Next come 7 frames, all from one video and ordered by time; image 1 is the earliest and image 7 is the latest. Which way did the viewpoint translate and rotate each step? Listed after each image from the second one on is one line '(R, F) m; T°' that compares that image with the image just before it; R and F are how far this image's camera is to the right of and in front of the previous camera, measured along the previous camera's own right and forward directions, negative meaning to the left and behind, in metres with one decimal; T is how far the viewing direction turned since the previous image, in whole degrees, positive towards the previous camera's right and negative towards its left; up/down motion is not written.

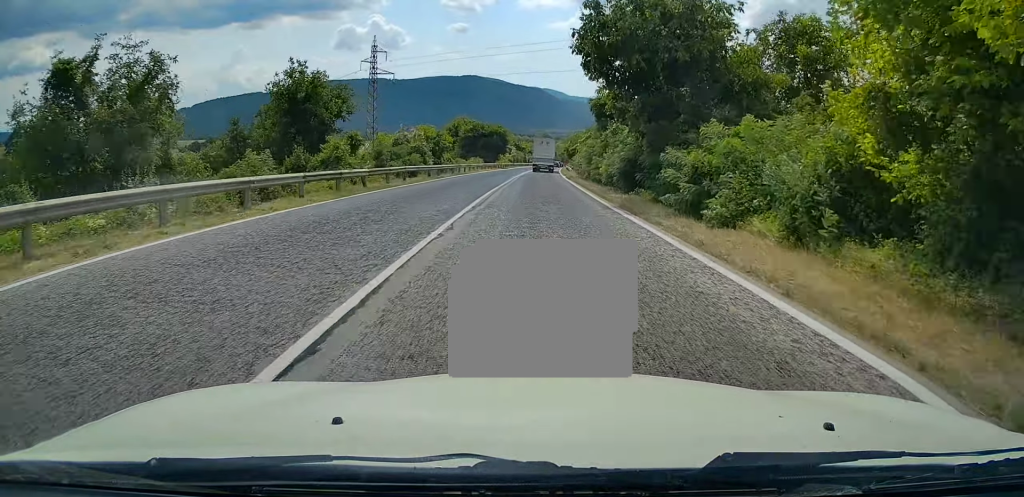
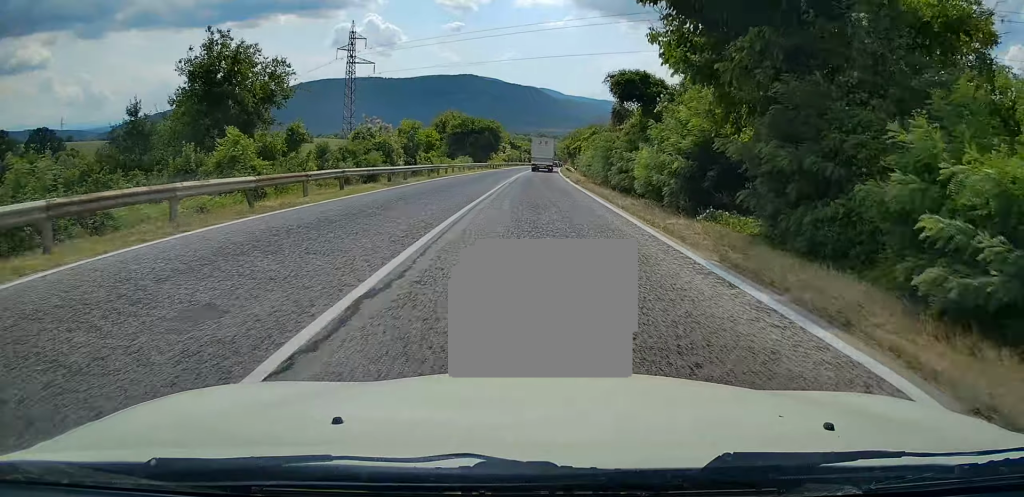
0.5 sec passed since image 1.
(0.0, +10.8) m; +1°
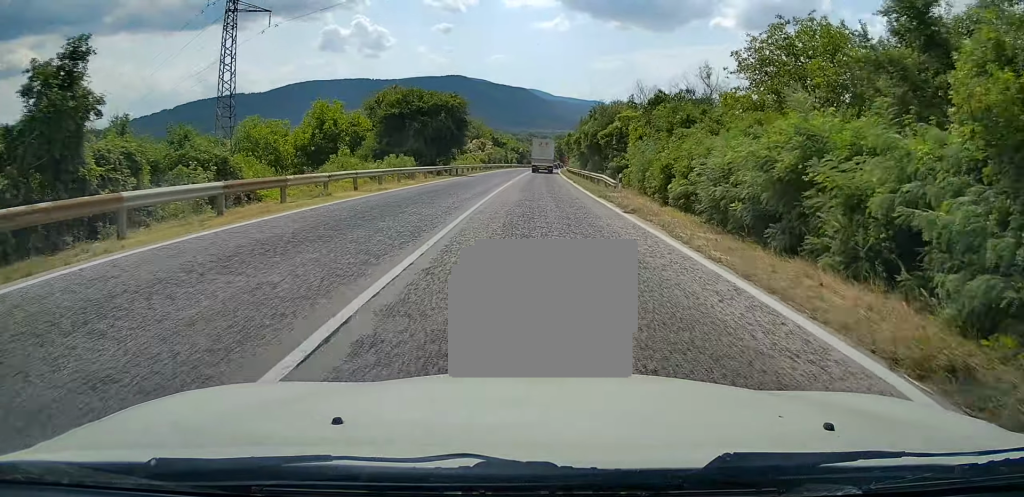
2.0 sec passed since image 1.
(+0.6, +35.5) m; +1°
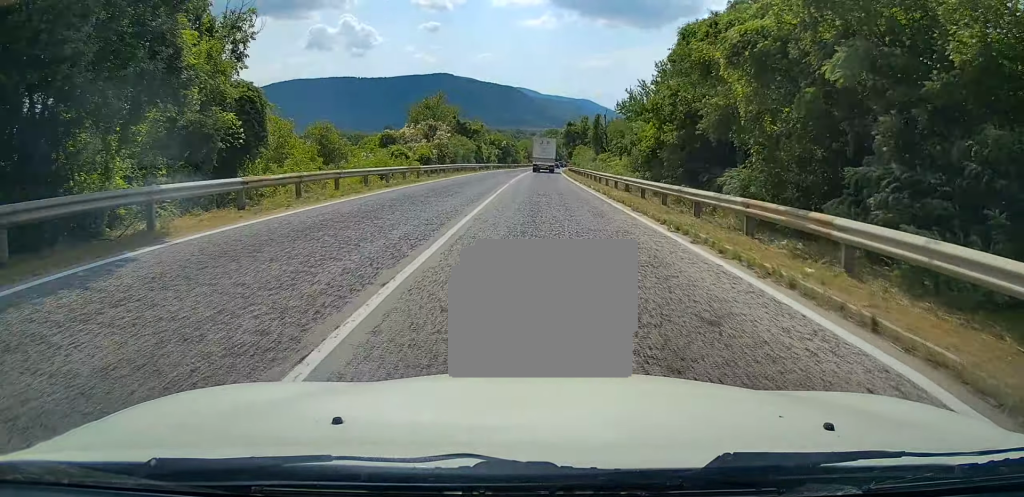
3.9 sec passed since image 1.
(+0.2, +43.6) m; +1°
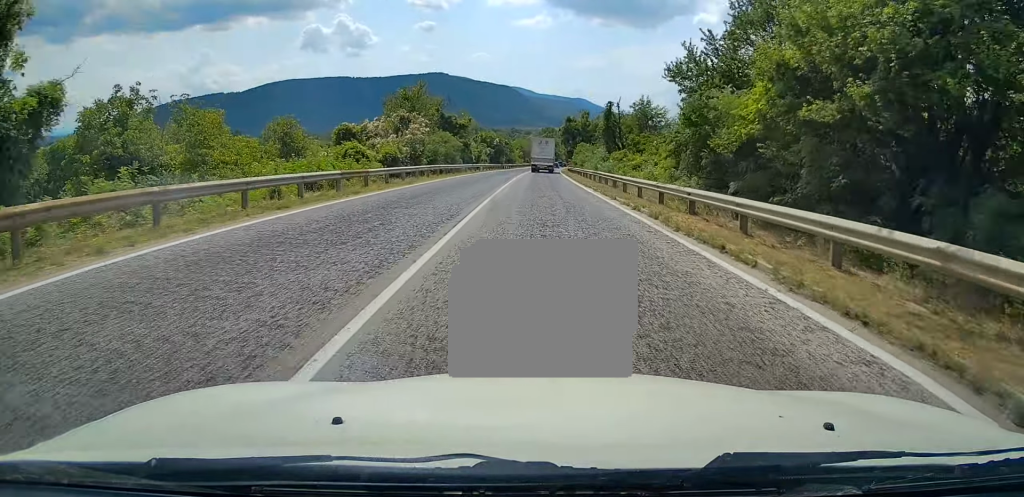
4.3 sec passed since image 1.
(0.0, +11.0) m; 0°
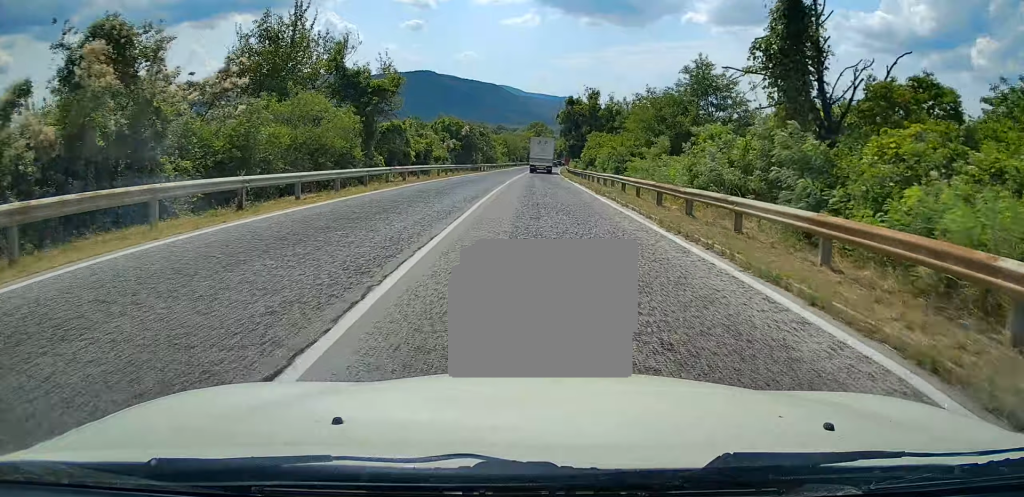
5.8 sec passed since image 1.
(+0.4, +33.6) m; +1°
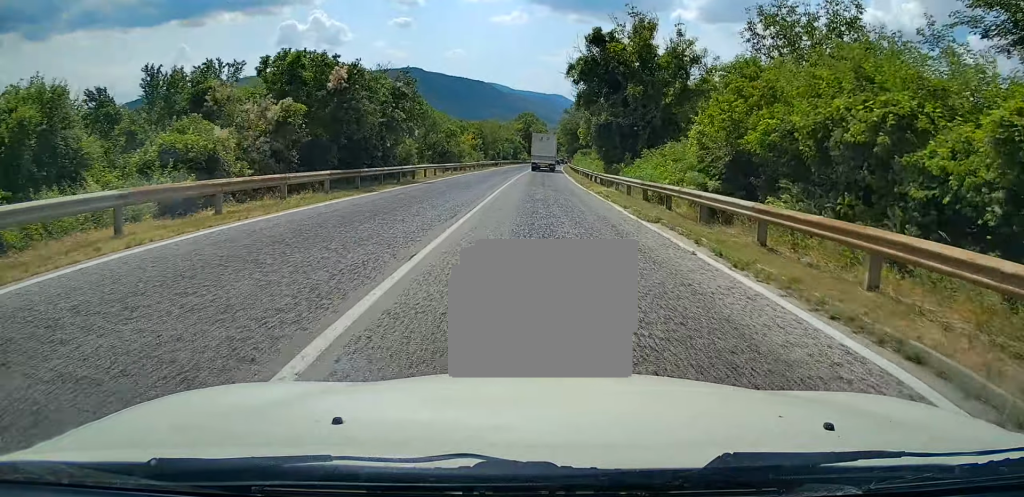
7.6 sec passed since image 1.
(+0.1, +43.0) m; 0°
